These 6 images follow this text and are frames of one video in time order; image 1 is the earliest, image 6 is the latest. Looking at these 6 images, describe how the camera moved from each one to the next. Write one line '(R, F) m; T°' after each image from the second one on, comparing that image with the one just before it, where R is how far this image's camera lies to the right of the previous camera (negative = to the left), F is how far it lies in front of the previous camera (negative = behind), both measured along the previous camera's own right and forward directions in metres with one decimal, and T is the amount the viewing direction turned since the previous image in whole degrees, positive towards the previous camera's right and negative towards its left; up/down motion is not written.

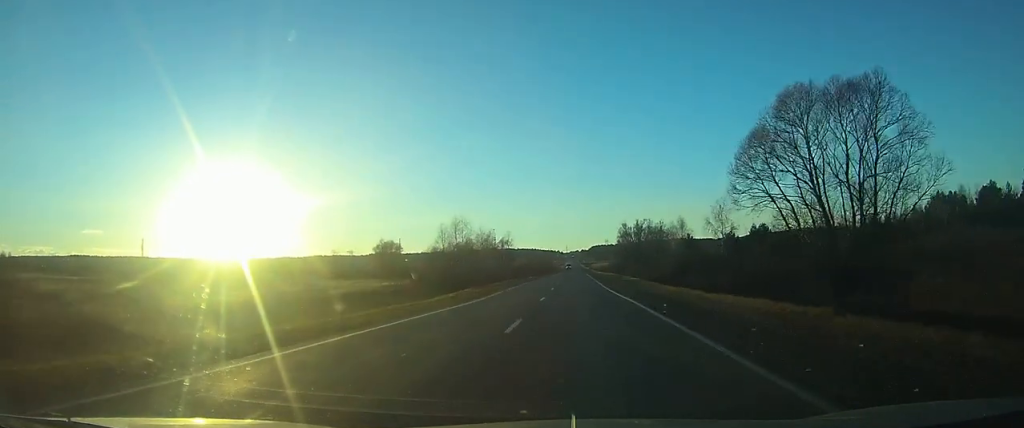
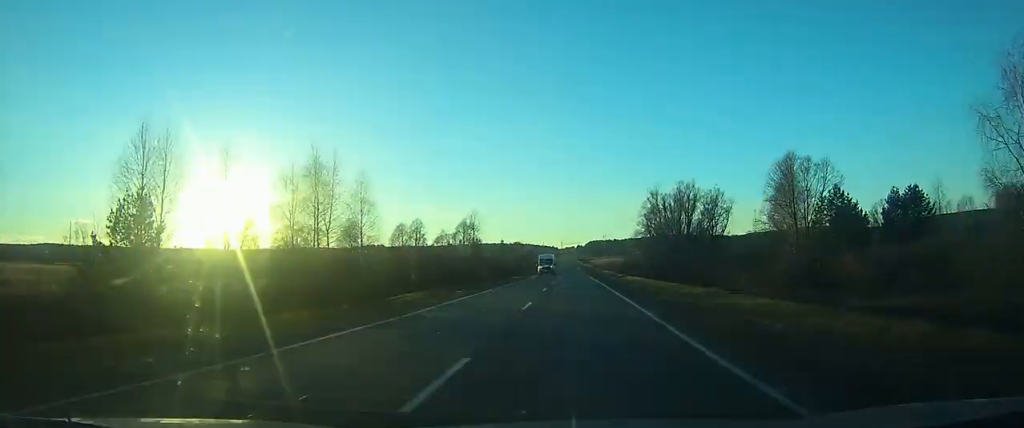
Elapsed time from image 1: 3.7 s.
(+0.2, +79.3) m; 0°
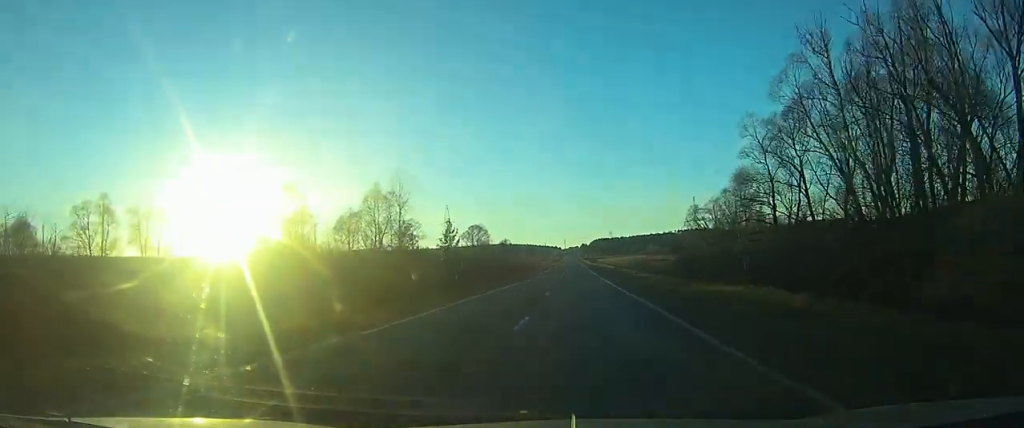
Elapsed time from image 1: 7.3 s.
(-0.1, +77.3) m; 0°
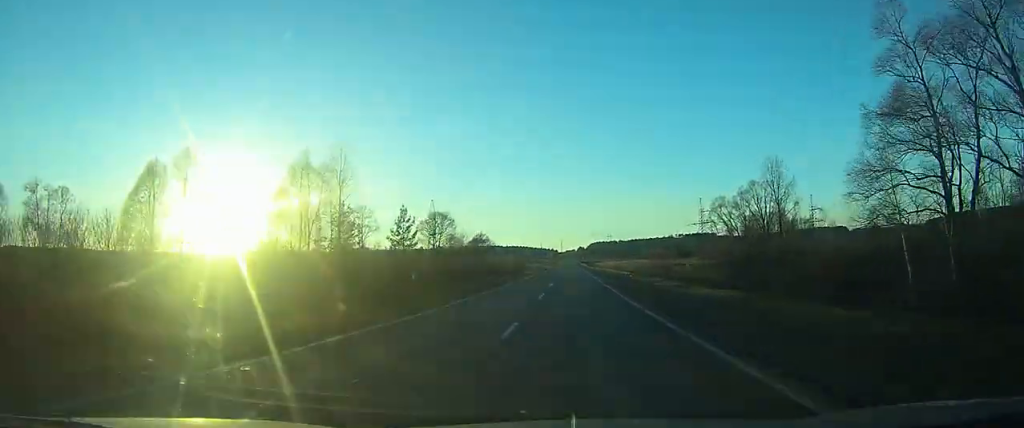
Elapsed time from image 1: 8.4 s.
(+0.2, +24.6) m; 0°
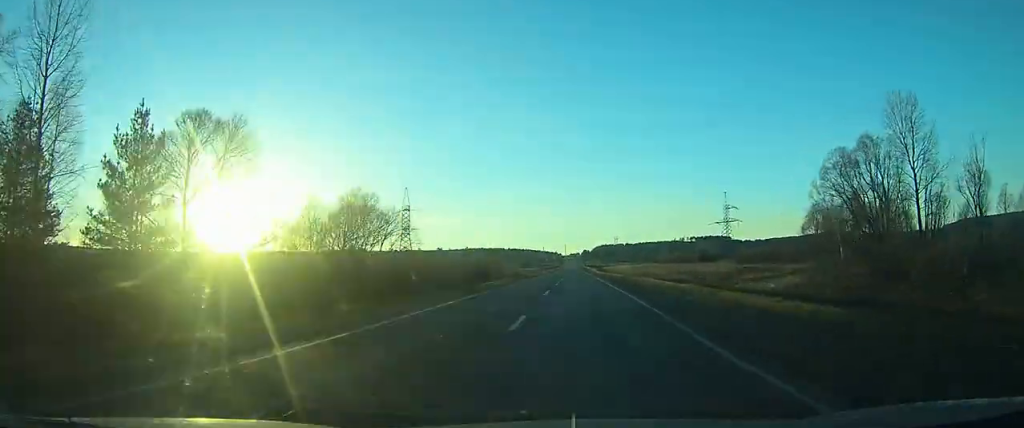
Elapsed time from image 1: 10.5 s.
(-0.1, +46.8) m; 0°
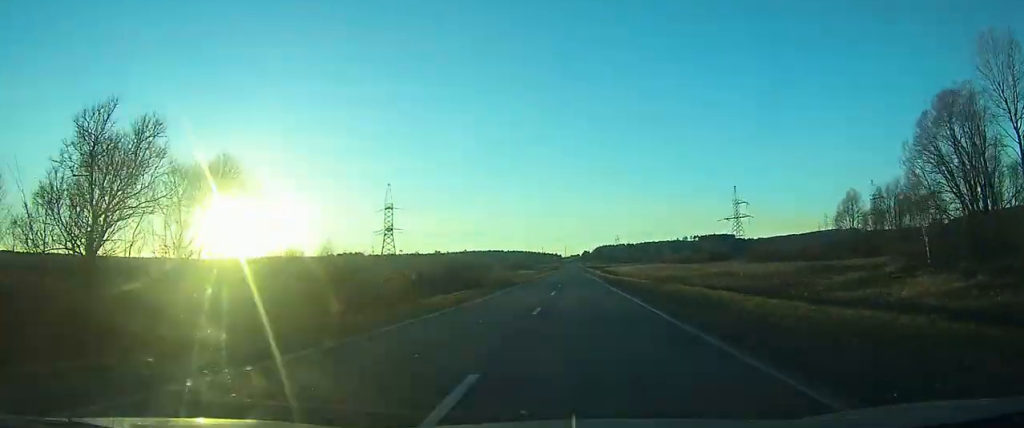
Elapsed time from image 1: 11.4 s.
(-0.1, +19.3) m; 0°
